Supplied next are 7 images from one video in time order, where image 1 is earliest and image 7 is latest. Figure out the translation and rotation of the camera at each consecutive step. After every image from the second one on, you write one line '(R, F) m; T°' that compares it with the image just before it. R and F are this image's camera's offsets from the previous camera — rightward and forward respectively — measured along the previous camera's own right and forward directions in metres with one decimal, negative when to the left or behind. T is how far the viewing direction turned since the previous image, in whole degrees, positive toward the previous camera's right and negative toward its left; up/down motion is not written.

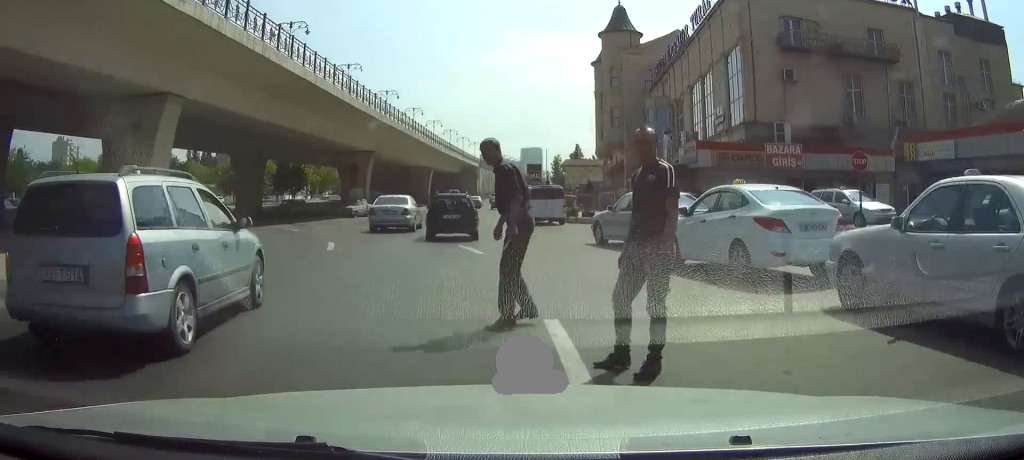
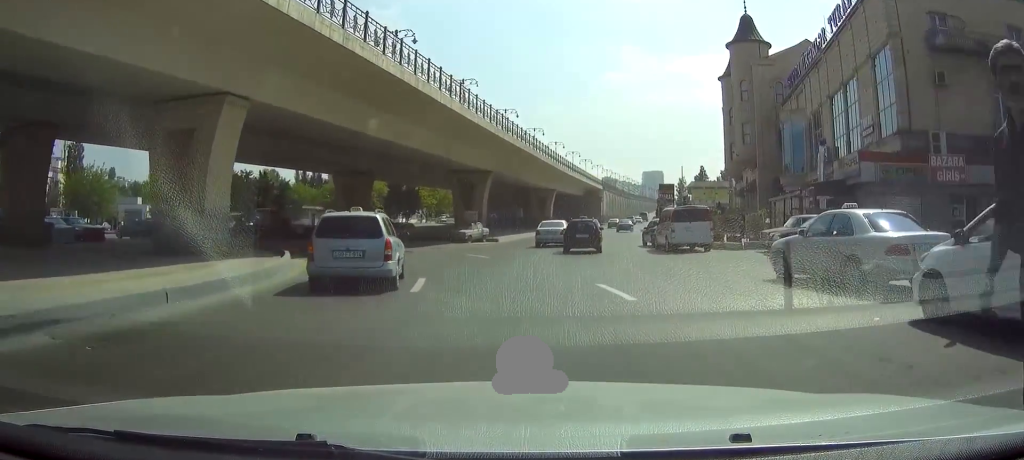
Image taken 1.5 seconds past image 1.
(0.0, +6.6) m; 0°
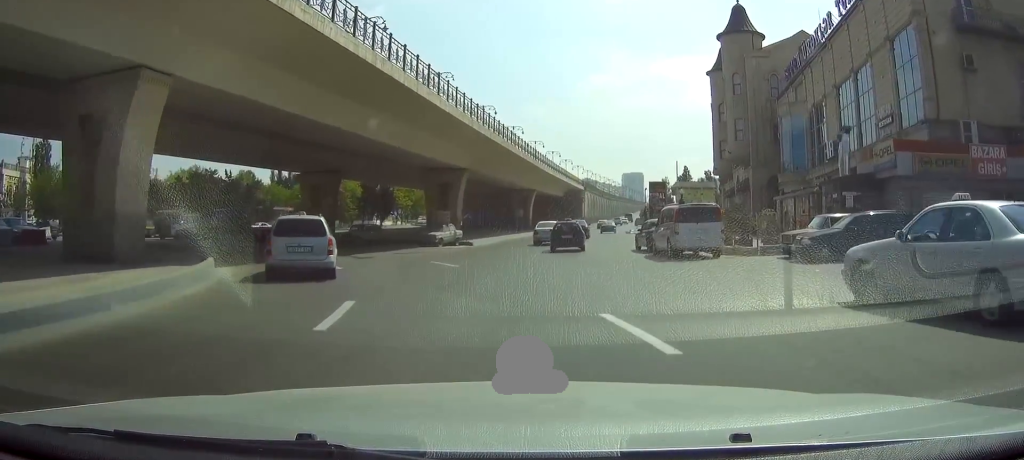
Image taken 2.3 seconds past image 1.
(0.0, +4.9) m; 0°
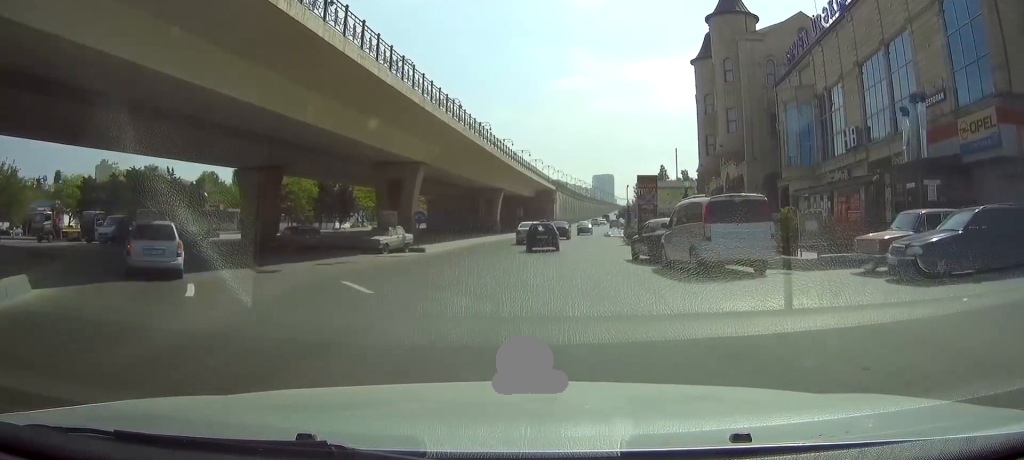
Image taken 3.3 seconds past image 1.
(0.0, +7.8) m; 0°
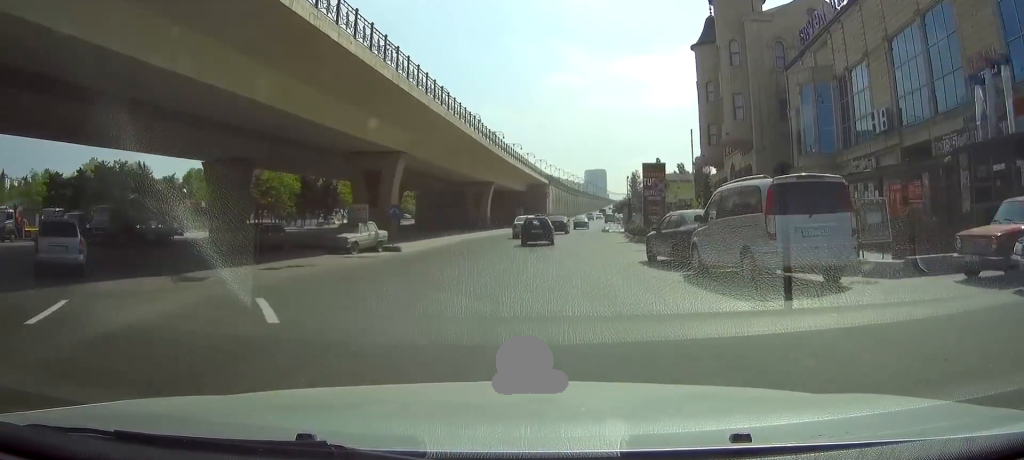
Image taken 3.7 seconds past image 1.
(0.0, +4.6) m; 0°
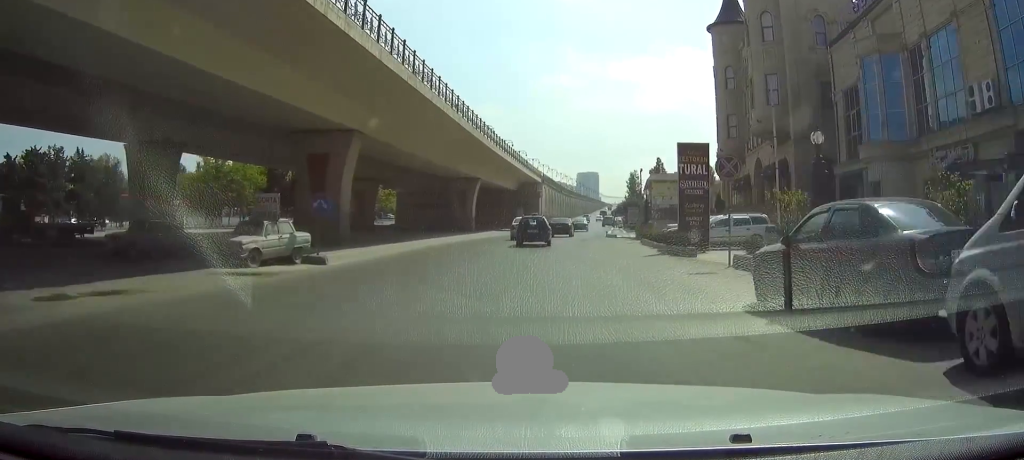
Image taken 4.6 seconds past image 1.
(0.0, +10.1) m; 0°
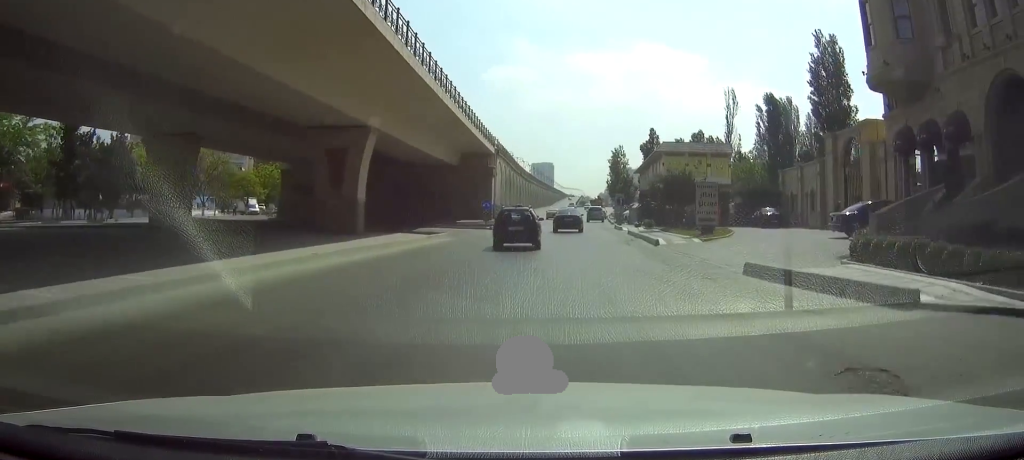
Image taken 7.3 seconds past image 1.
(0.0, +38.7) m; 0°
